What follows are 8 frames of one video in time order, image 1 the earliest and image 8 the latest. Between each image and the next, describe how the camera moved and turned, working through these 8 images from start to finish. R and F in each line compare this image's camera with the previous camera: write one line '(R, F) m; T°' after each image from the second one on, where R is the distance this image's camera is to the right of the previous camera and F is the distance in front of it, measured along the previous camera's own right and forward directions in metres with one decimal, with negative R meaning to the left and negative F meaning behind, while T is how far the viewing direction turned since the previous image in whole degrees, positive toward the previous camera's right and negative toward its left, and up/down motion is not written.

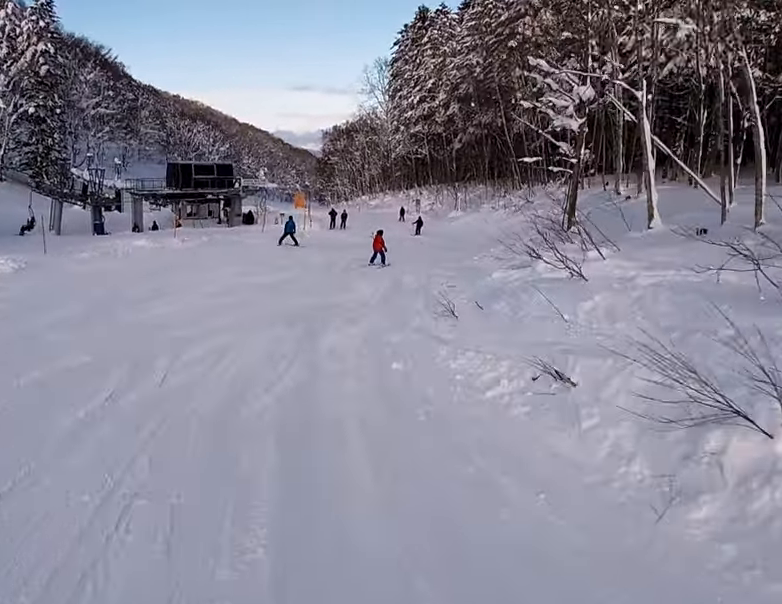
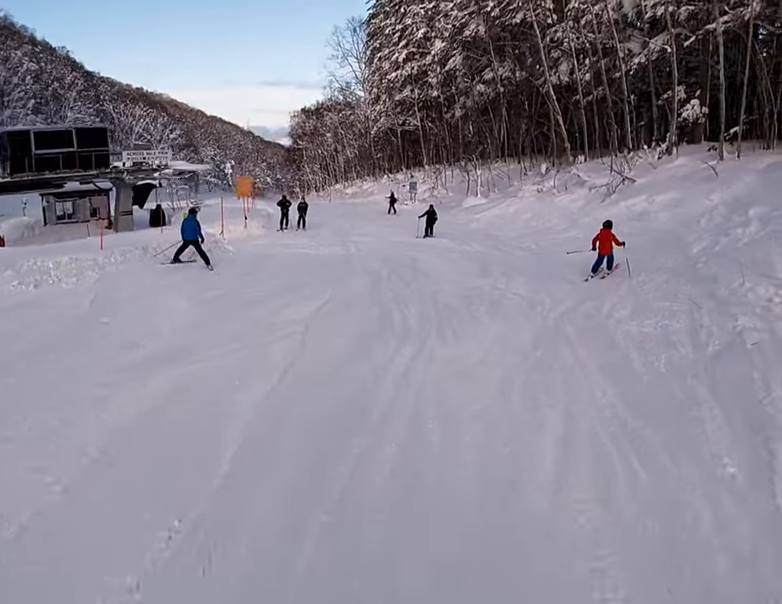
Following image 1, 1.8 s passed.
(+0.3, +15.5) m; +7°
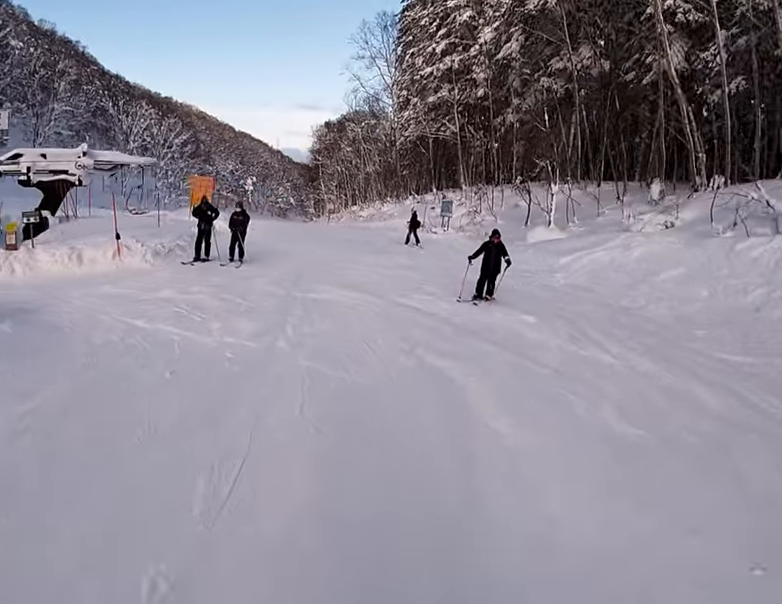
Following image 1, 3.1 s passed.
(+1.7, +10.5) m; +10°
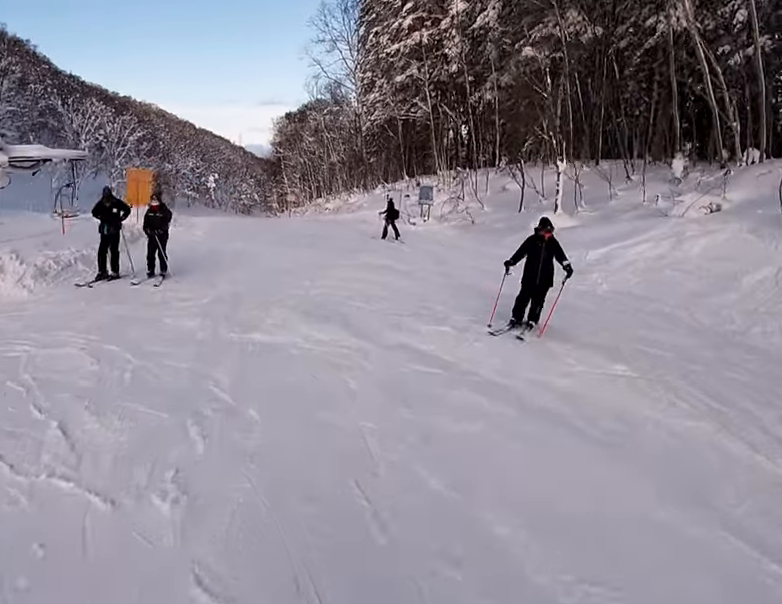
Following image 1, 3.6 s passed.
(+0.6, +3.2) m; -2°
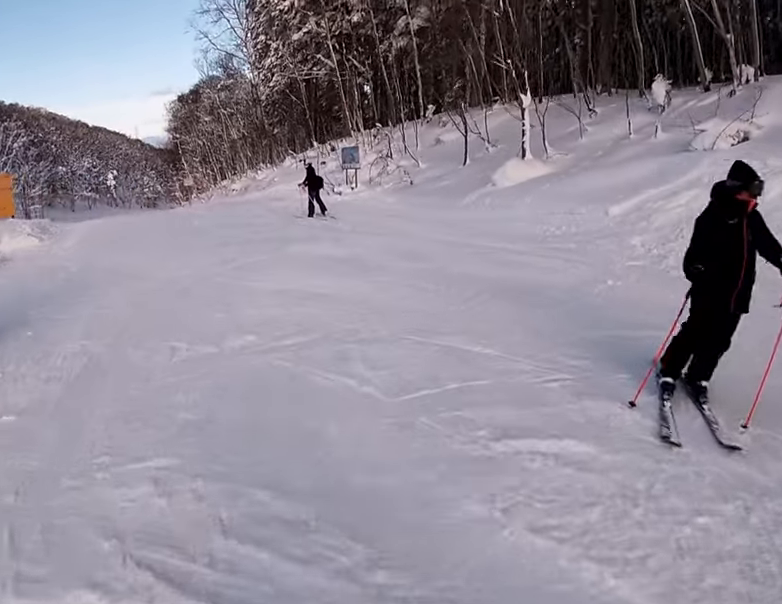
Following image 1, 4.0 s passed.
(-0.5, +3.3) m; -3°
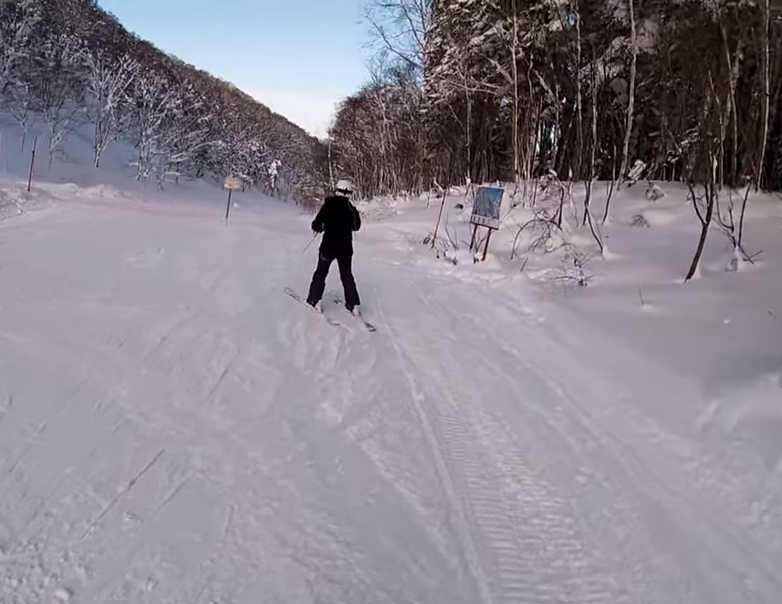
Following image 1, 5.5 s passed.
(-0.6, +9.1) m; -3°
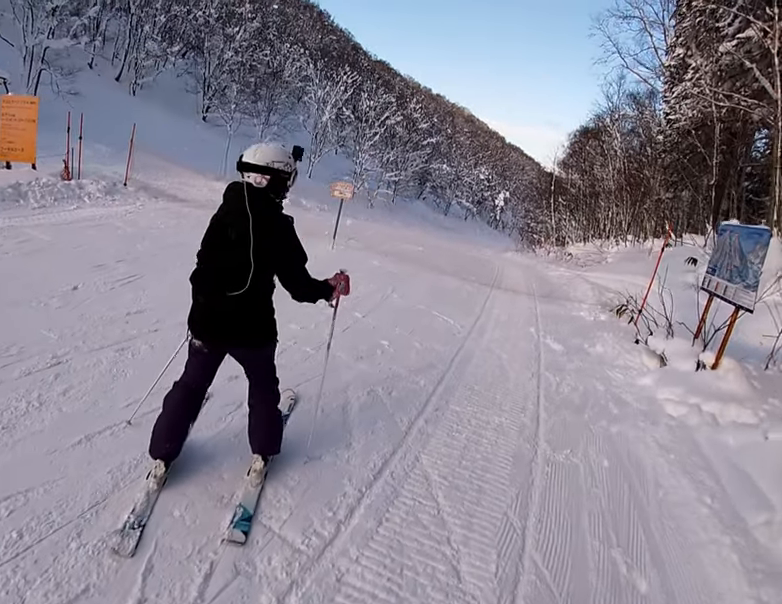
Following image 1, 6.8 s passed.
(-0.5, +5.6) m; -10°
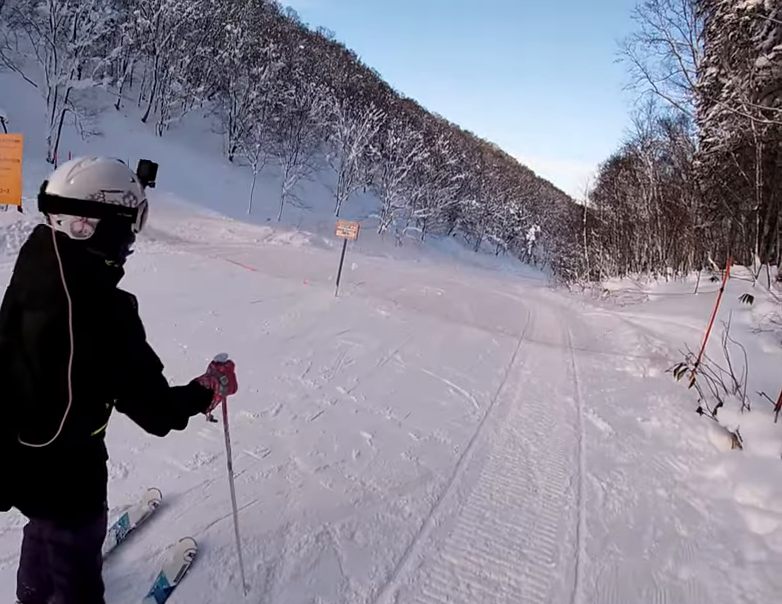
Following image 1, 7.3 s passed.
(0.0, +1.7) m; -6°
